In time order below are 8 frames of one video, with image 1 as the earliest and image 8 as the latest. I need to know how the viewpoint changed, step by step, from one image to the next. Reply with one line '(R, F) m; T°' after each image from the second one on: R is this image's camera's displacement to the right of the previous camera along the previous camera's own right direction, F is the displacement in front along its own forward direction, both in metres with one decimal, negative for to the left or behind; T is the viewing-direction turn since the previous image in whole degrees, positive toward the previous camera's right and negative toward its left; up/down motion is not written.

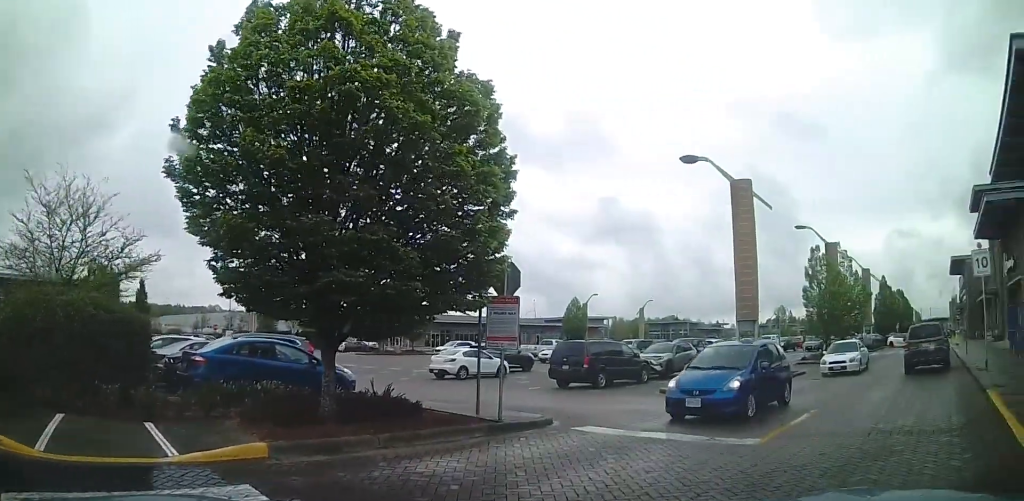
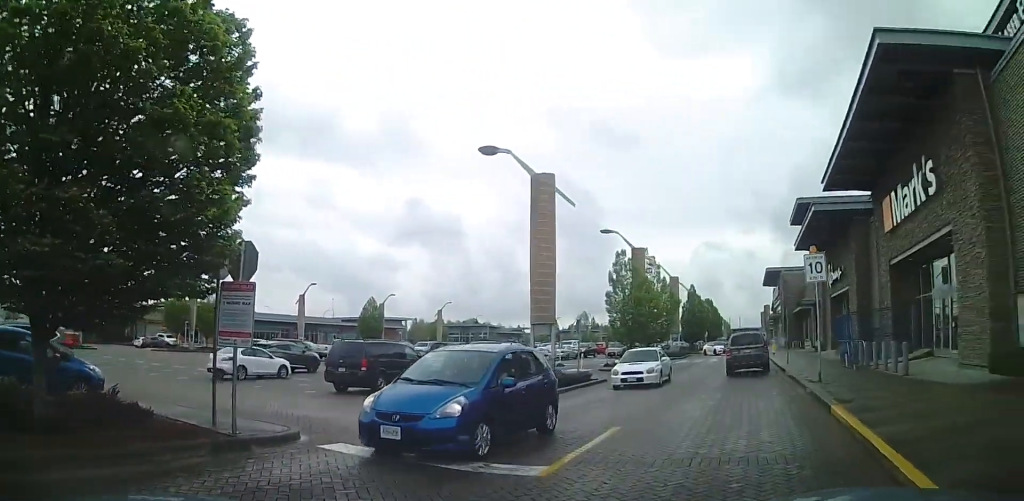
(+0.2, +2.1) m; +16°
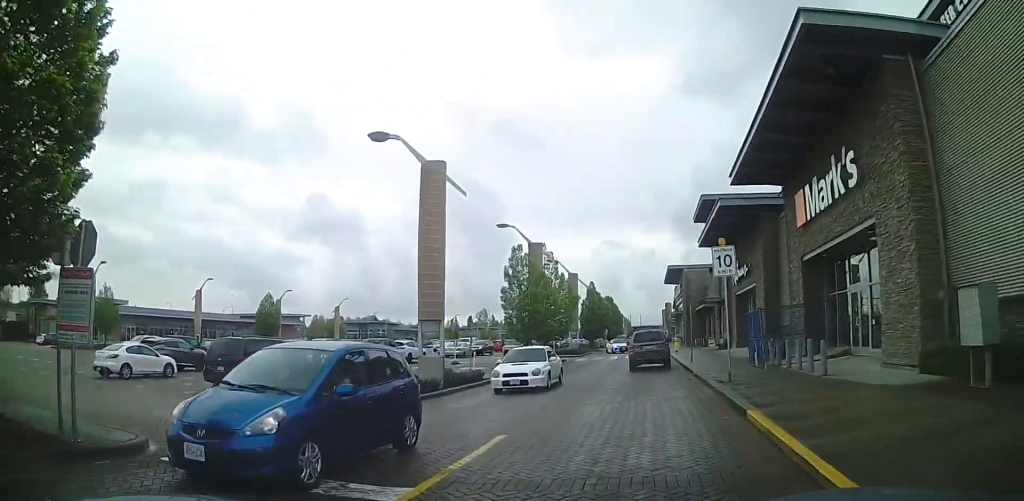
(+0.2, +1.7) m; +4°
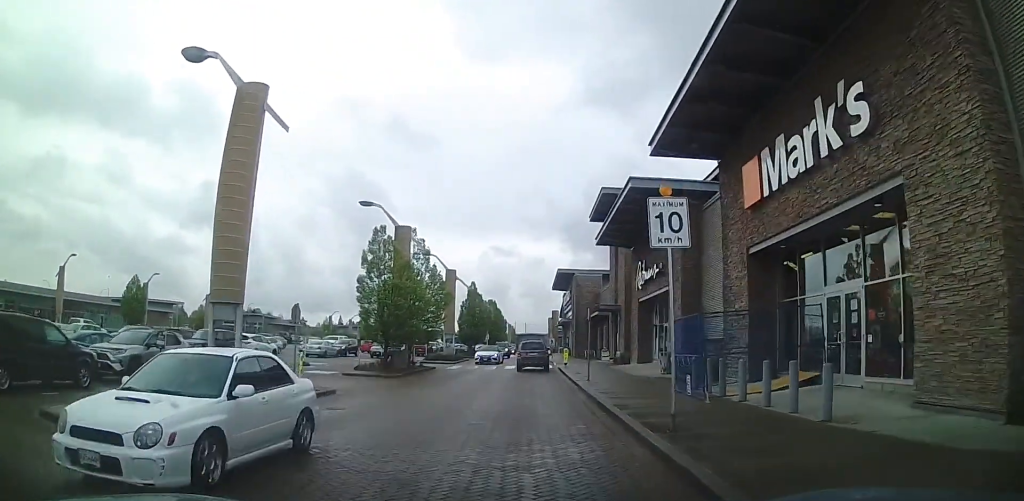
(+1.1, +10.5) m; +8°
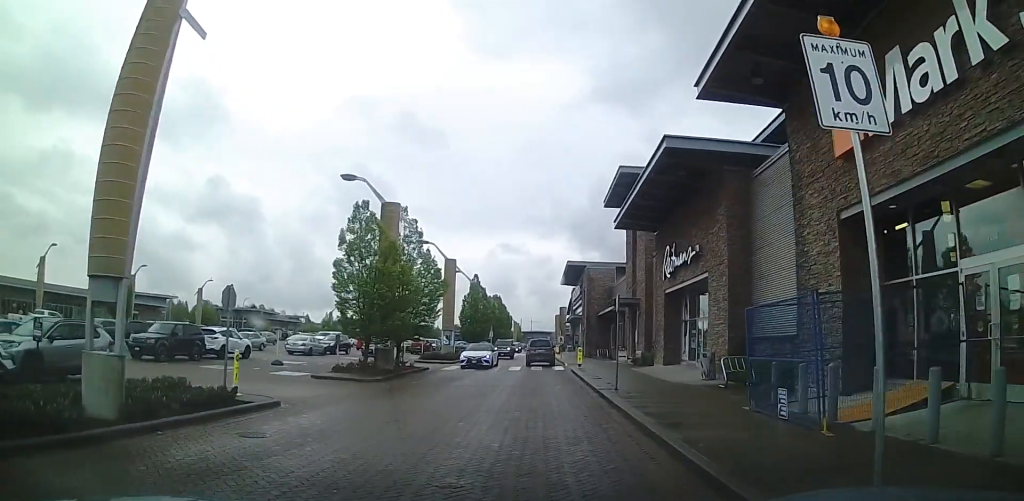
(-0.6, +8.7) m; -7°
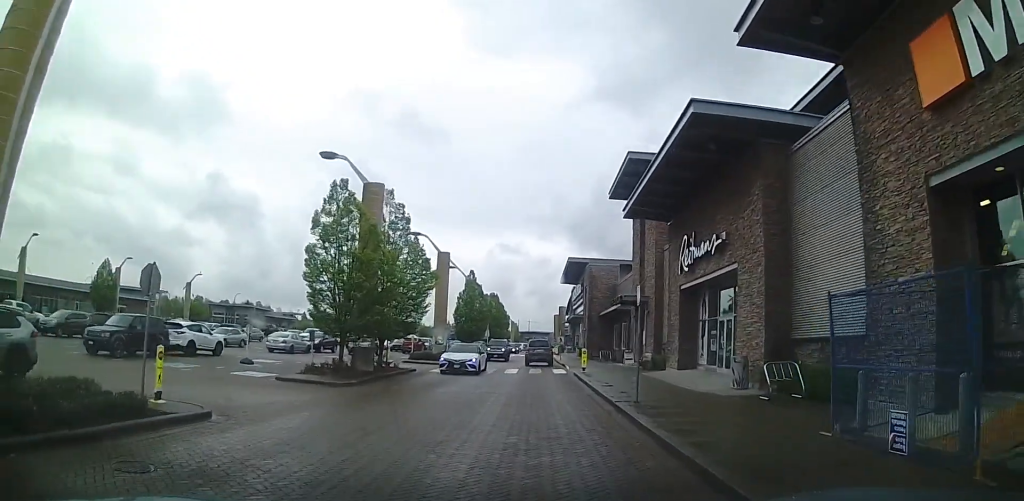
(-0.2, +5.6) m; -4°
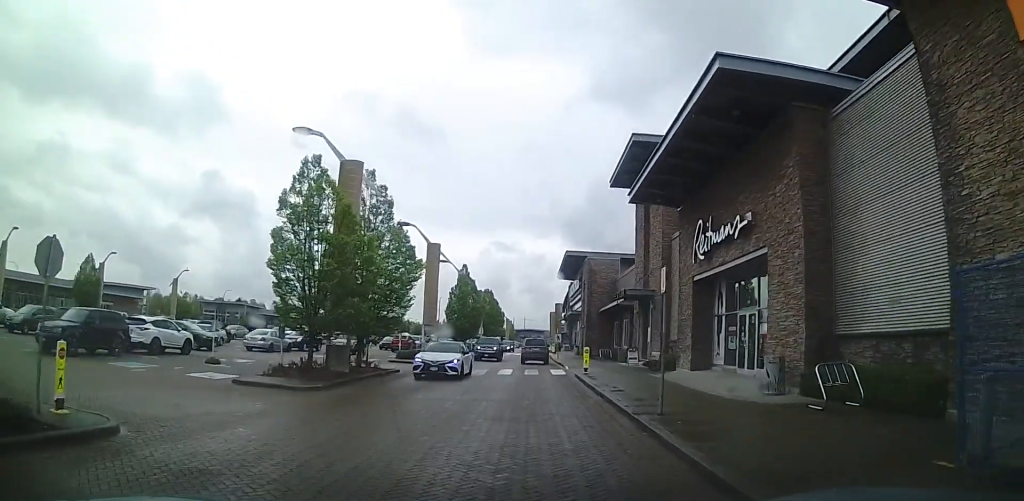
(-0.1, +4.8) m; -3°
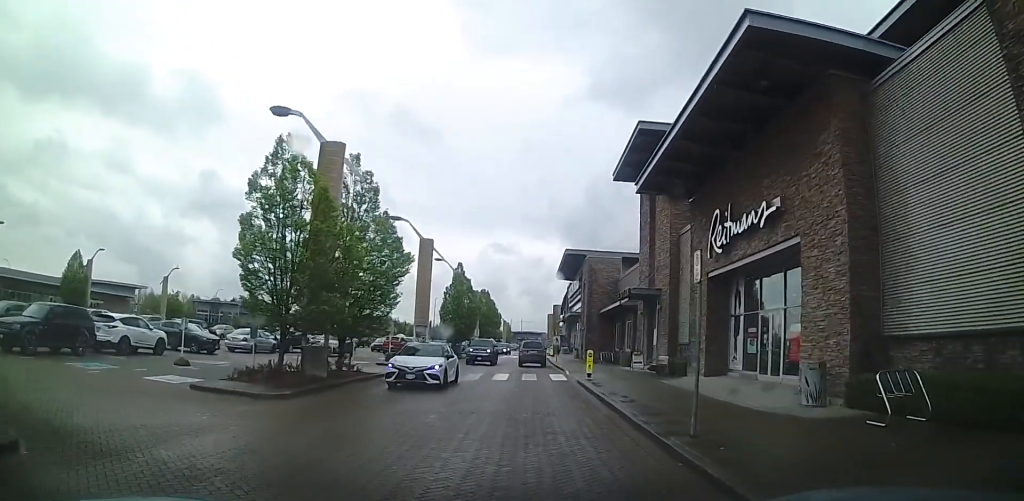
(-0.1, +3.9) m; 0°
